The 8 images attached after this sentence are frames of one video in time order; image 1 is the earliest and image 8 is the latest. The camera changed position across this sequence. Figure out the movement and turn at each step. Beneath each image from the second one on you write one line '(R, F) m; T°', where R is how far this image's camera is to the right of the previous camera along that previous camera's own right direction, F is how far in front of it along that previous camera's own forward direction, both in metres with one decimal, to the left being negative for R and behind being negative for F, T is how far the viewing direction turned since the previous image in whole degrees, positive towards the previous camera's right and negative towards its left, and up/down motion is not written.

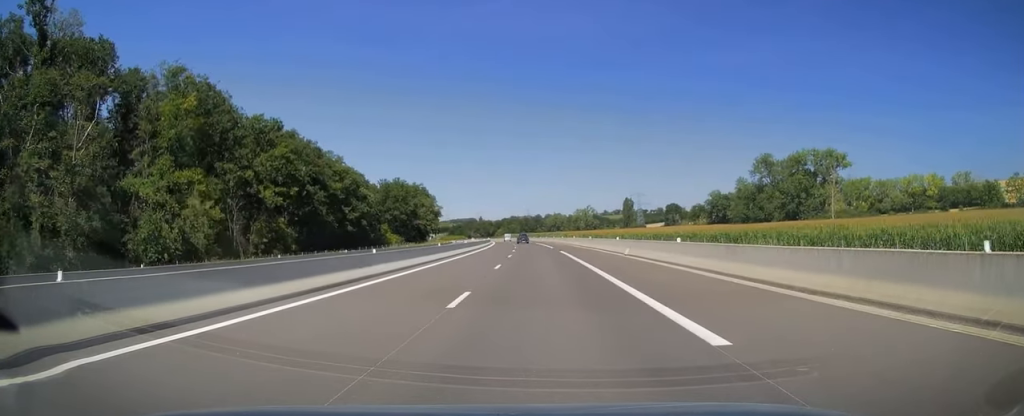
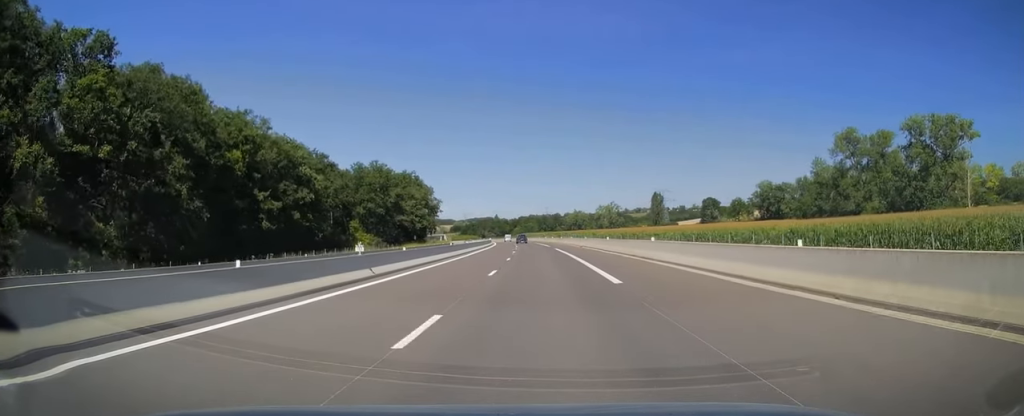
(-0.6, +43.2) m; -2°
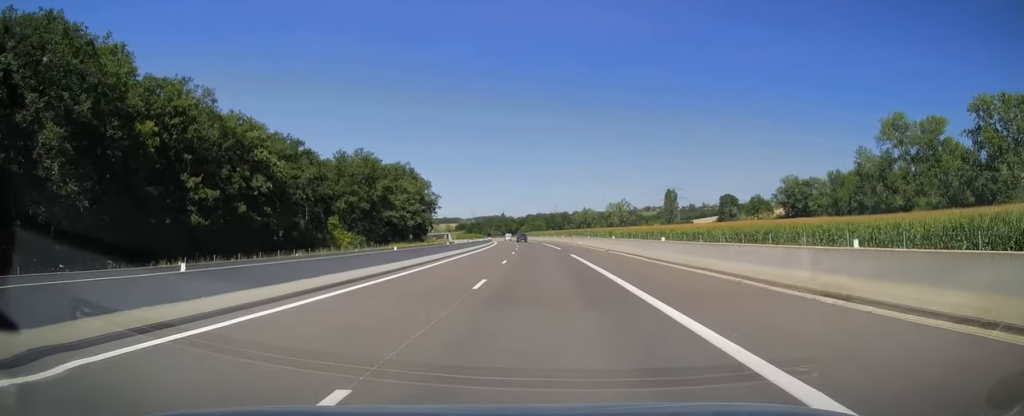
(-0.1, +18.2) m; -1°
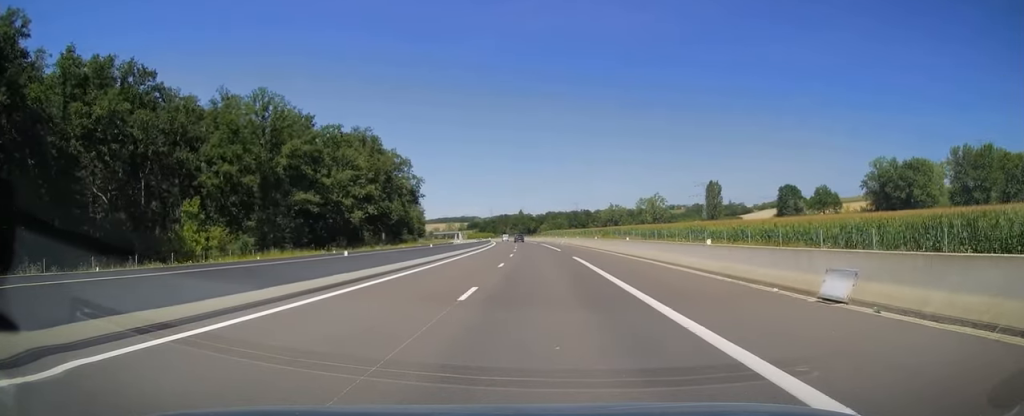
(-0.4, +54.6) m; -1°
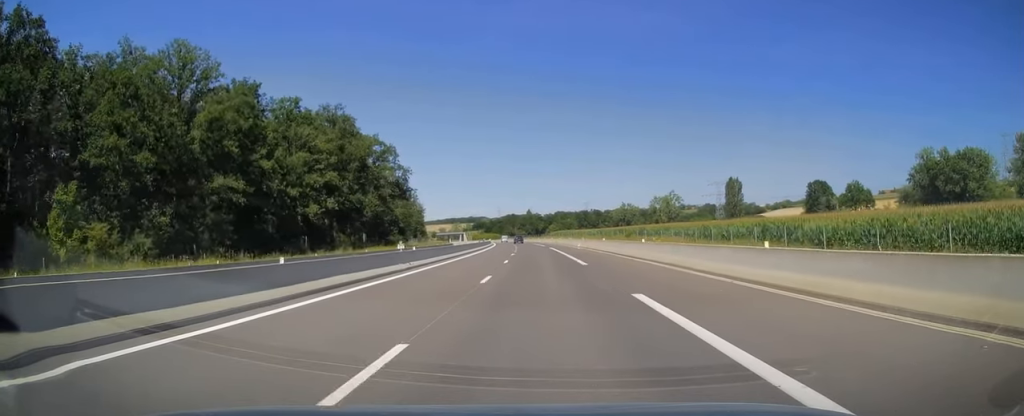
(-0.4, +21.2) m; -1°
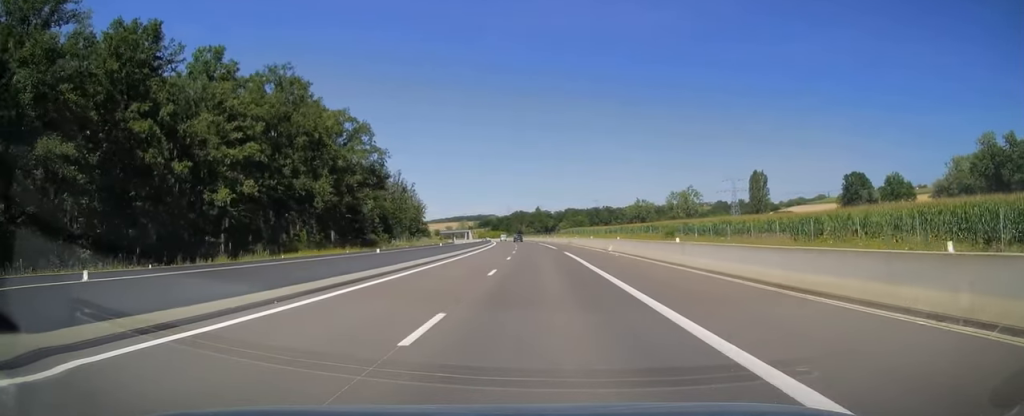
(-0.3, +23.1) m; -1°
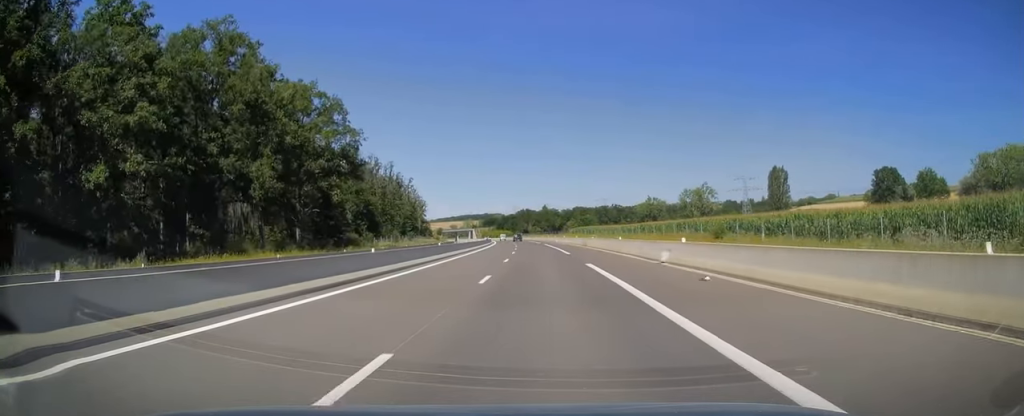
(-0.1, +16.8) m; -1°
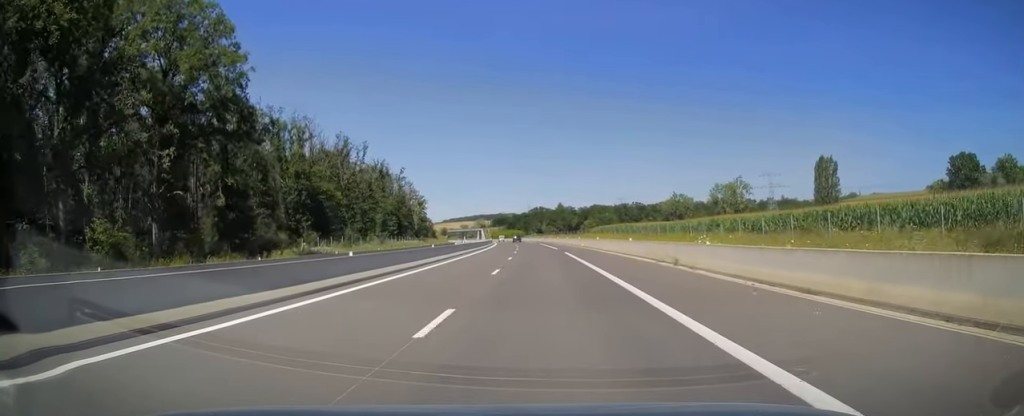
(-0.4, +35.0) m; -1°
